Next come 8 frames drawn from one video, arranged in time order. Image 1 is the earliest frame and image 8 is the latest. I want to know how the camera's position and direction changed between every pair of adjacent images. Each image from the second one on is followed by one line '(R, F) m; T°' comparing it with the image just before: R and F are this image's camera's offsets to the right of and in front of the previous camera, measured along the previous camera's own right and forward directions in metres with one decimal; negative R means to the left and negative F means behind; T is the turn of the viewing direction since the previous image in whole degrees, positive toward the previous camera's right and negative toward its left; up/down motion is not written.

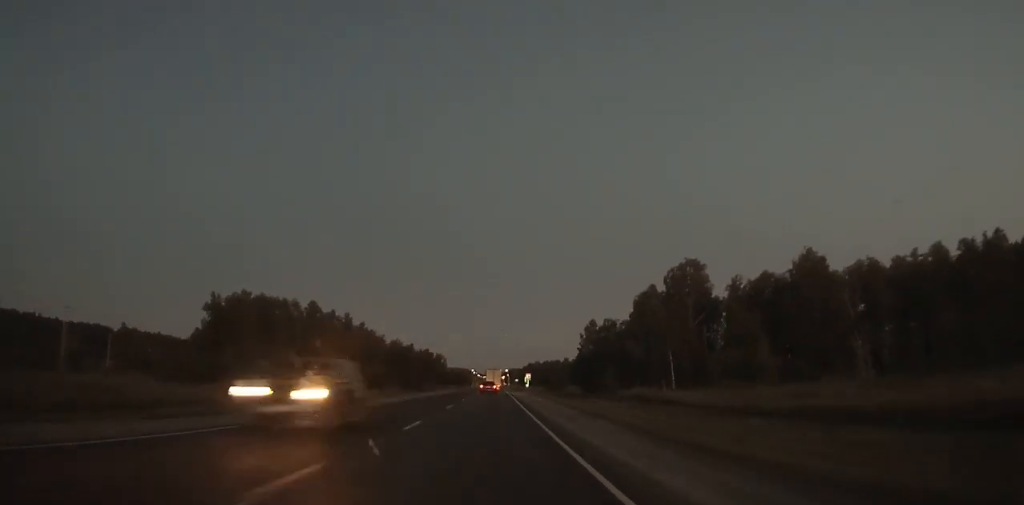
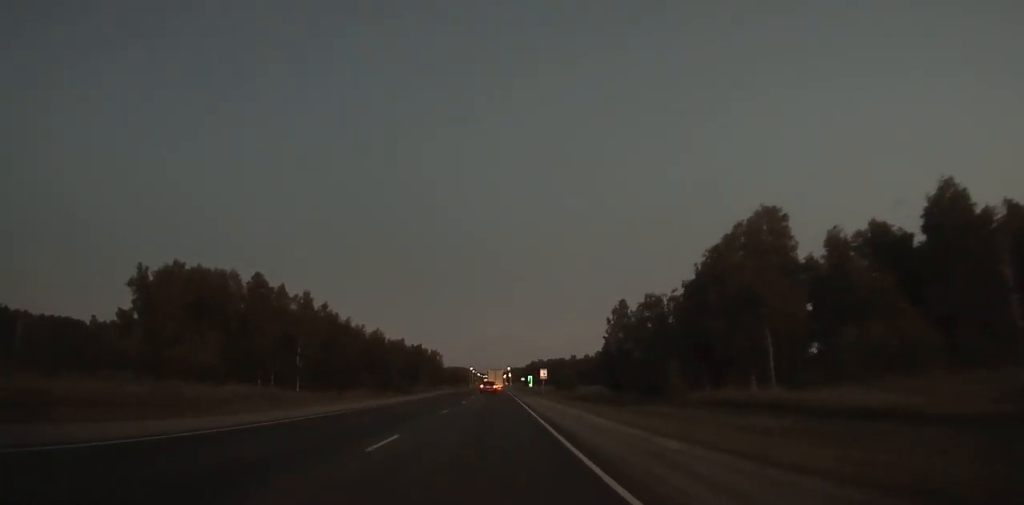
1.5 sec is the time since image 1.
(0.0, +30.0) m; 0°
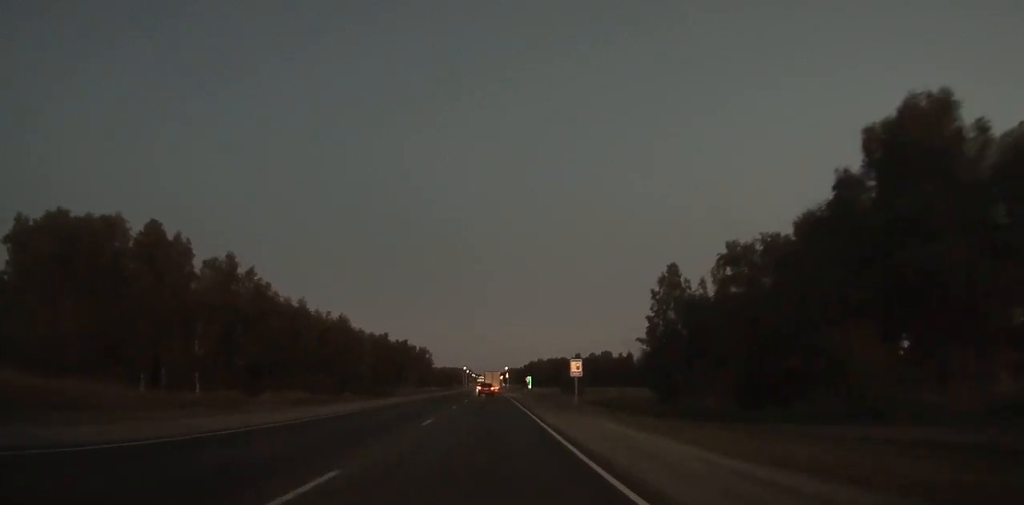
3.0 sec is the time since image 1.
(0.0, +29.8) m; 0°
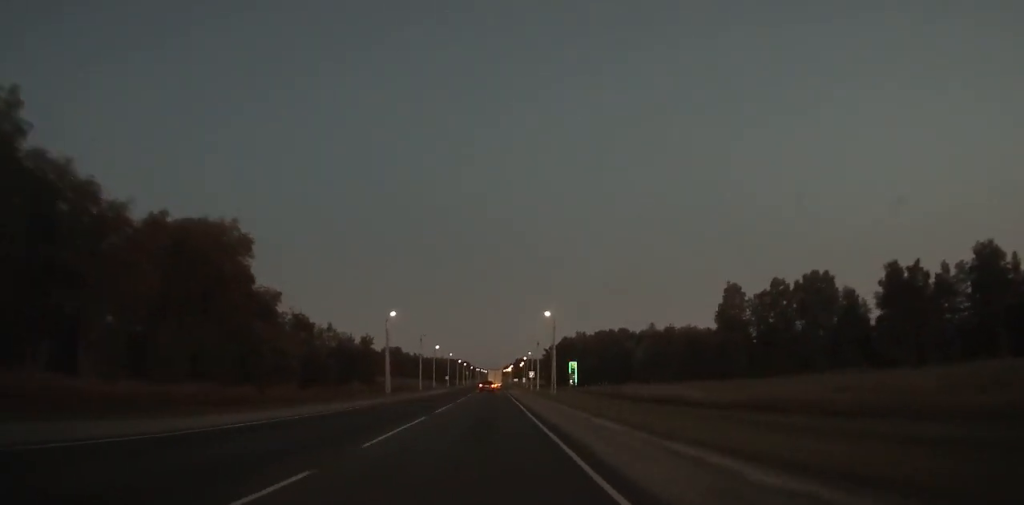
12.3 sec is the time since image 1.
(+0.5, +183.9) m; 0°
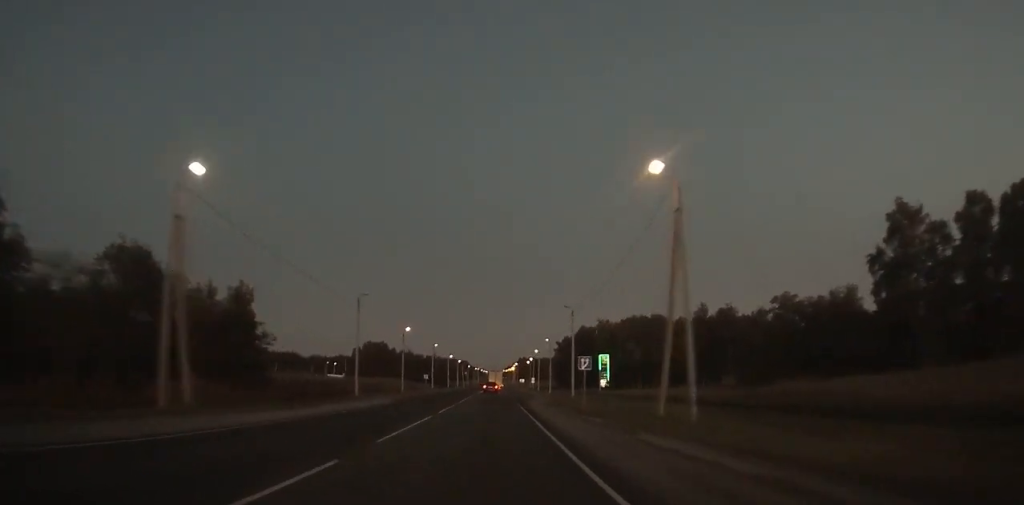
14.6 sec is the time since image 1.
(+0.1, +46.3) m; 0°
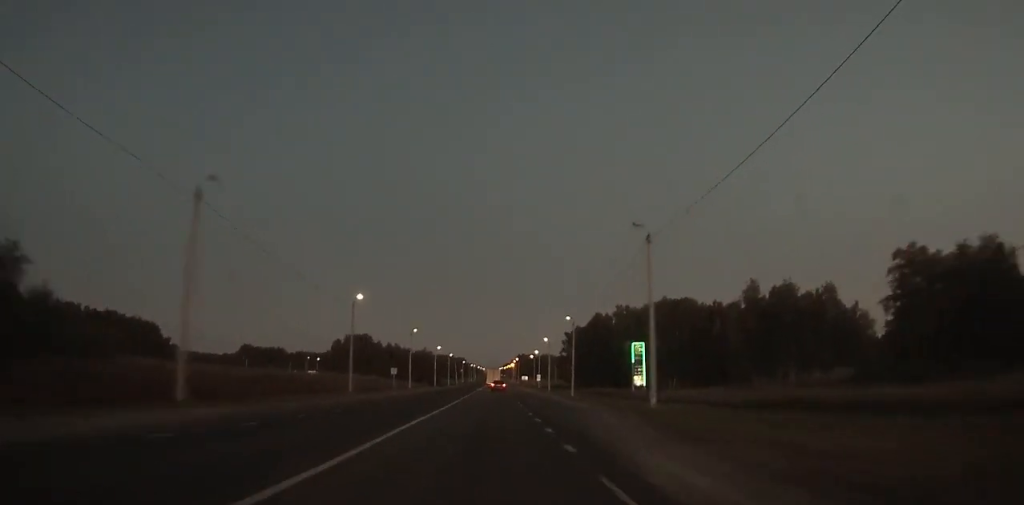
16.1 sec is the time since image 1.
(0.0, +30.4) m; 0°
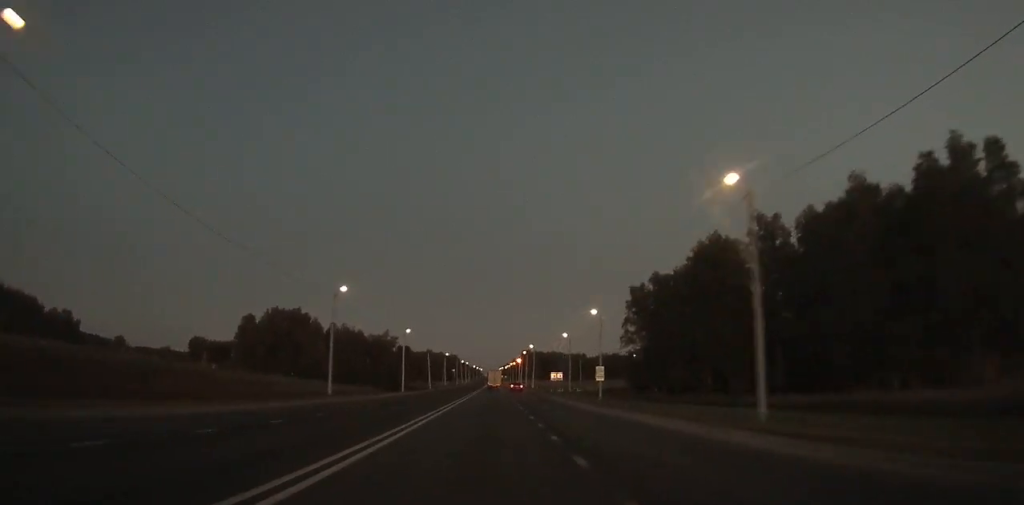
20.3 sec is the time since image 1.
(-0.1, +86.4) m; 0°
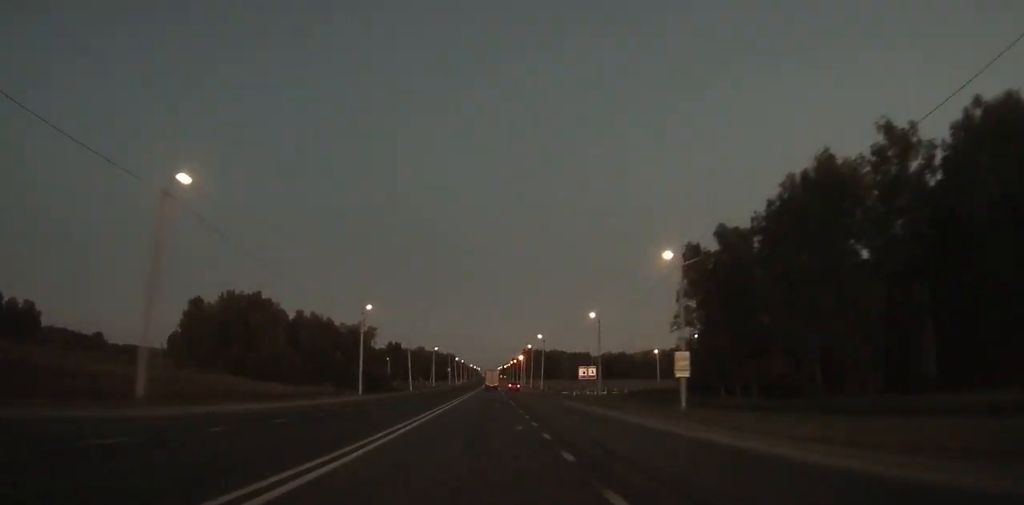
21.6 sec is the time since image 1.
(+0.1, +27.0) m; 0°
